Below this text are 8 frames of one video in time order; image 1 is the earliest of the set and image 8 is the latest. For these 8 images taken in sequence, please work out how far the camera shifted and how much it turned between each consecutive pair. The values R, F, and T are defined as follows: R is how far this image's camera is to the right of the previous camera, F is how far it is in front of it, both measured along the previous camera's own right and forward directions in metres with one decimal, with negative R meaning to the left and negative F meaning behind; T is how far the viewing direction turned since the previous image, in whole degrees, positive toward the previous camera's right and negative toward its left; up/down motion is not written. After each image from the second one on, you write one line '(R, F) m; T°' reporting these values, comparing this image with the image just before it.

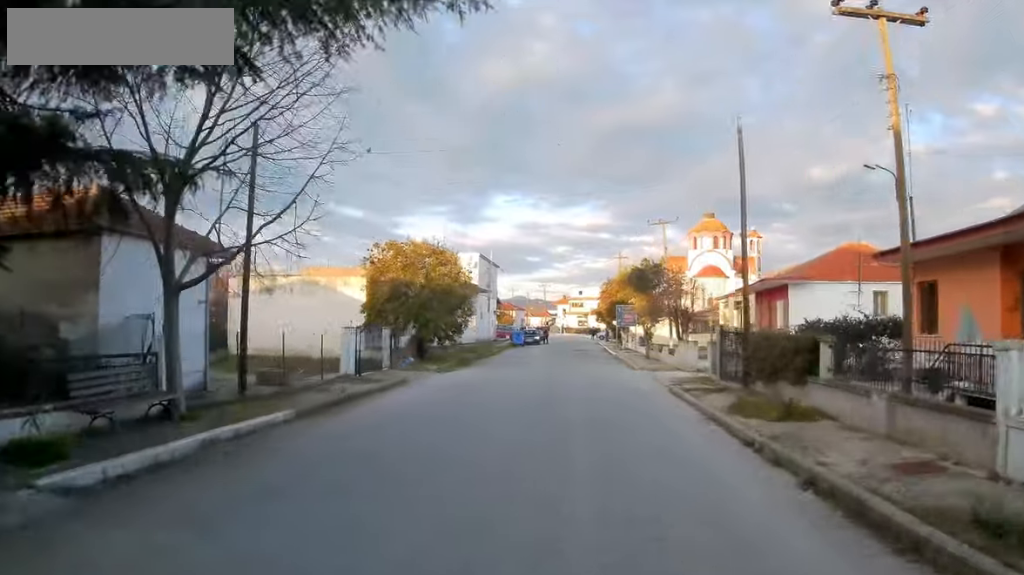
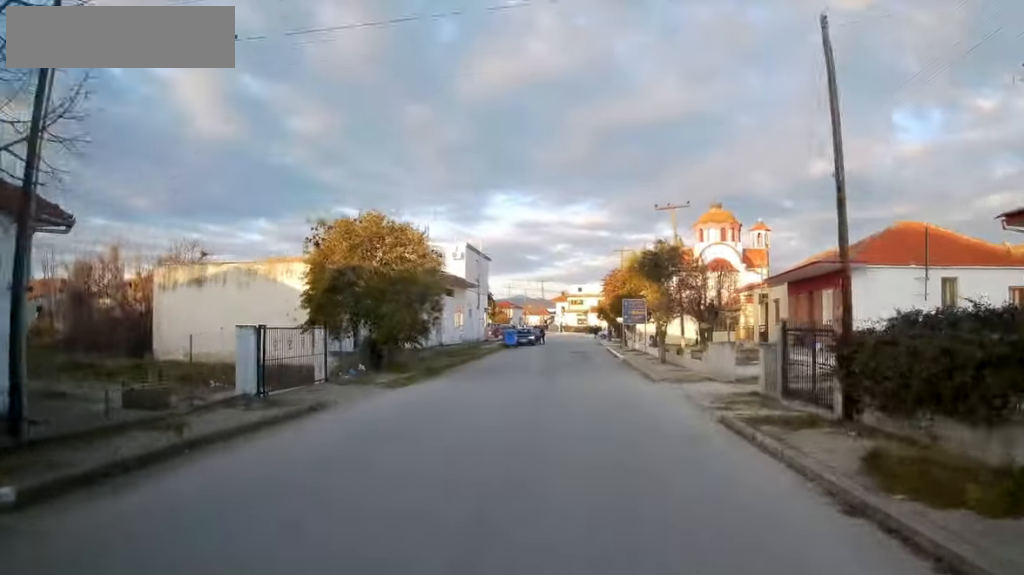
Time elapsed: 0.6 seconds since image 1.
(+0.5, +6.3) m; +5°
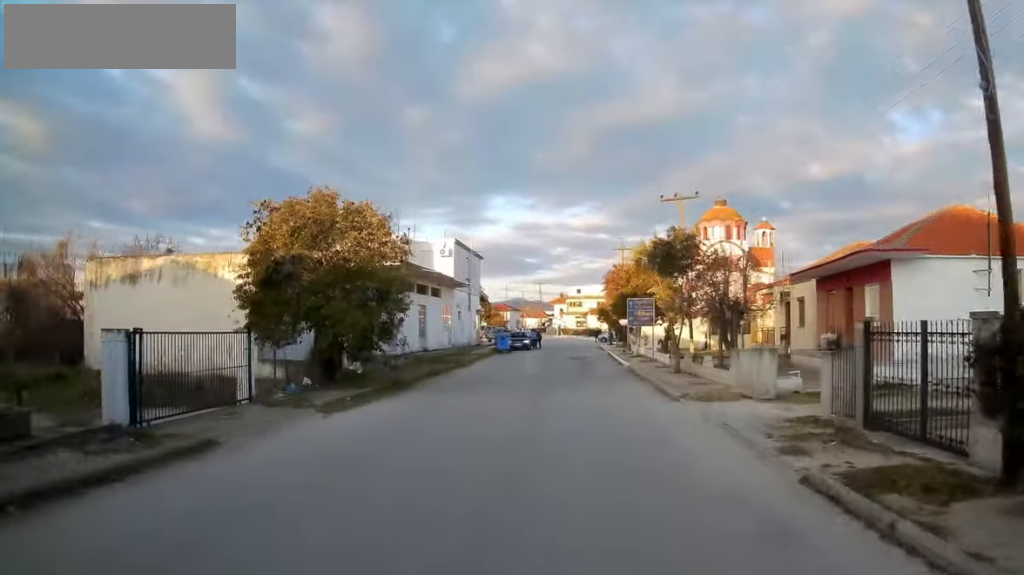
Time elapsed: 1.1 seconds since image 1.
(+0.1, +4.3) m; +4°
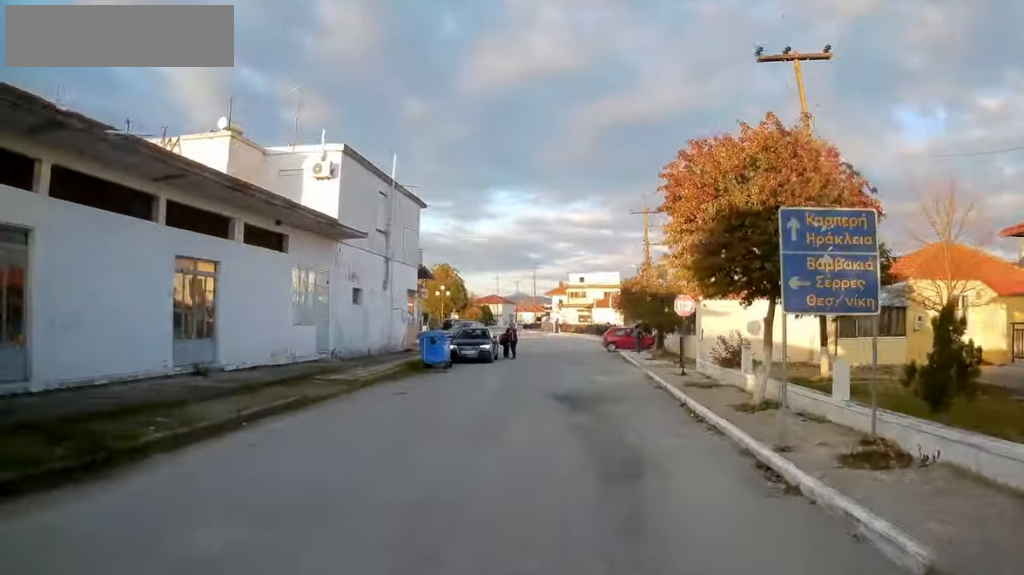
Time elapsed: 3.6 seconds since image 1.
(-0.4, +24.7) m; -4°
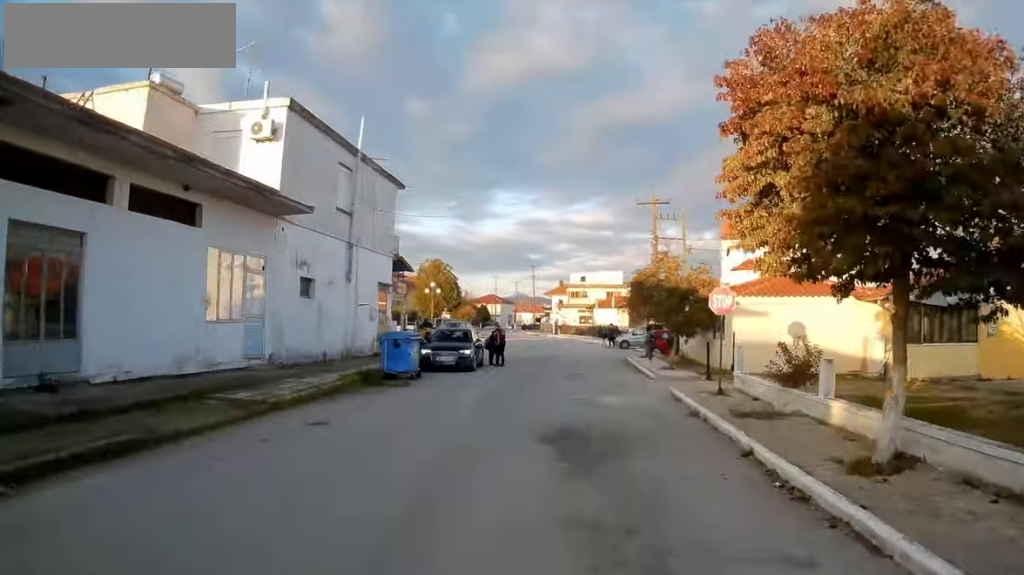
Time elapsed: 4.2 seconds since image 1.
(0.0, +5.4) m; -1°
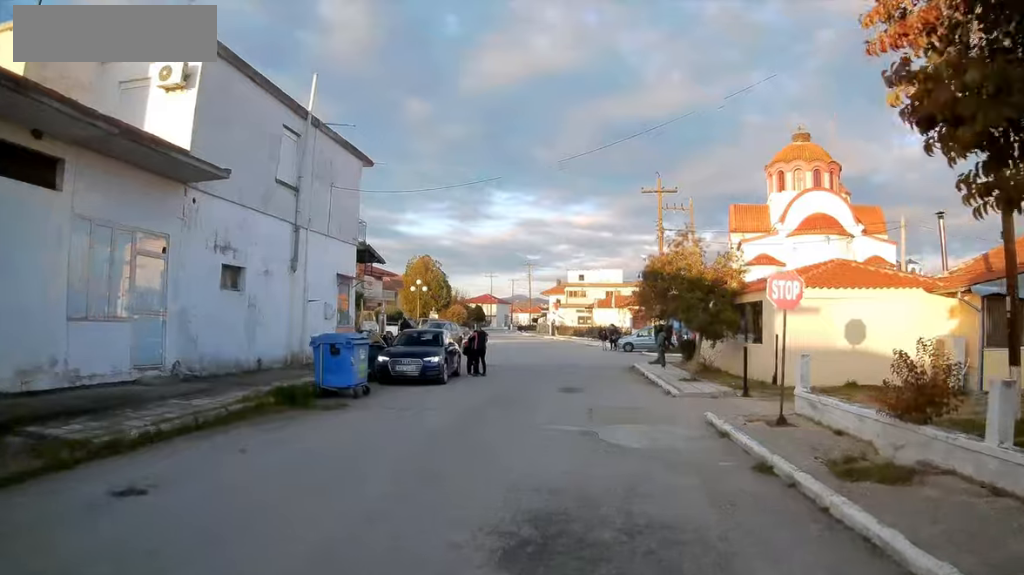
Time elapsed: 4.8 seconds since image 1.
(-0.1, +5.2) m; -1°
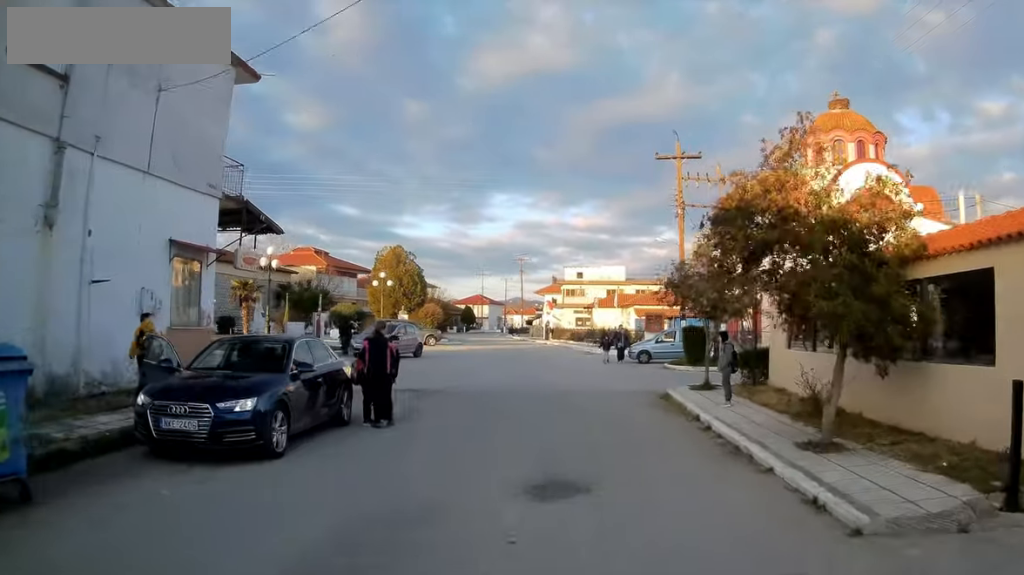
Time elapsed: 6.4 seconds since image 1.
(-0.2, +12.0) m; -3°
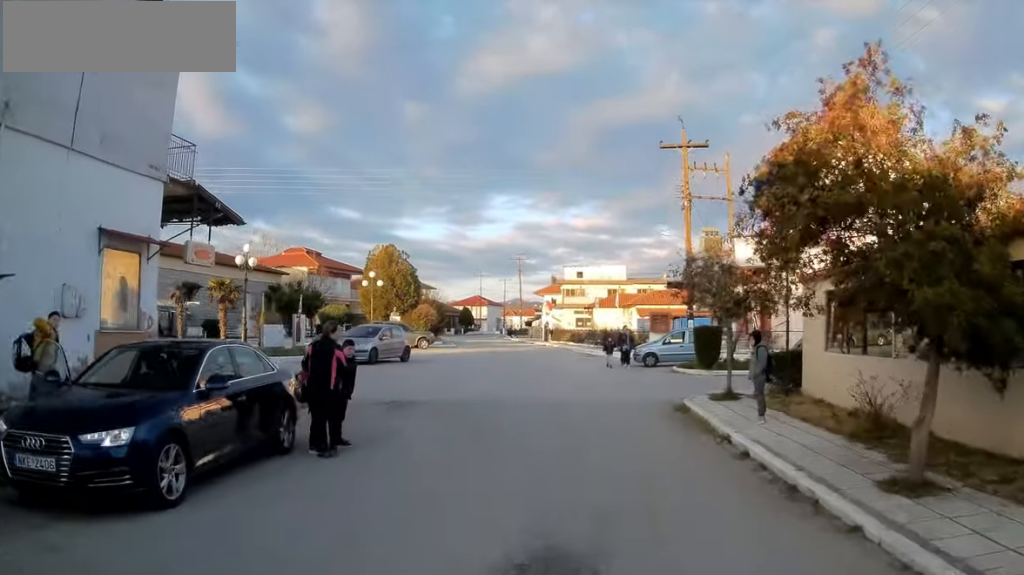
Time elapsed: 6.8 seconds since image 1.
(-0.1, +3.0) m; 0°
